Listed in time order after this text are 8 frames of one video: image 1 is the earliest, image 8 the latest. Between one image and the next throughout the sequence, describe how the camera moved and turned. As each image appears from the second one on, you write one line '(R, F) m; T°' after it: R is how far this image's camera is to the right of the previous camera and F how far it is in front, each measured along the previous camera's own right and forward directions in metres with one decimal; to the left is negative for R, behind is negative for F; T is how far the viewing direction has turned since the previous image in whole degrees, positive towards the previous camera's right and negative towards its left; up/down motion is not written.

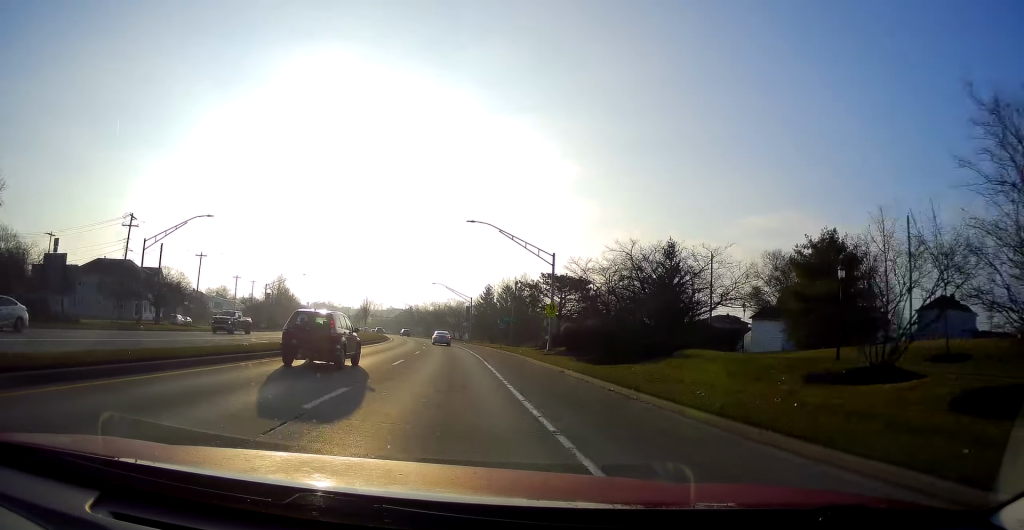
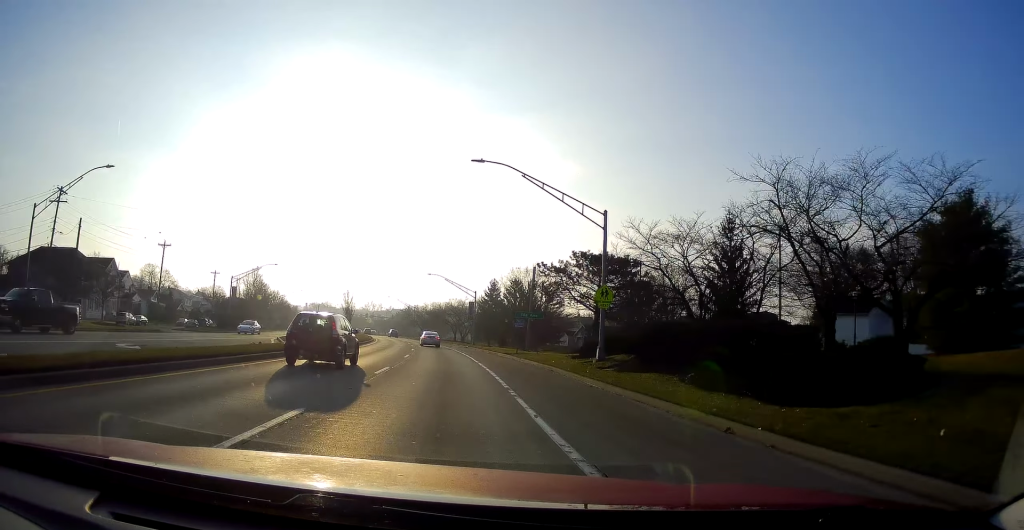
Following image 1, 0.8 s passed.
(-0.4, +15.7) m; -1°
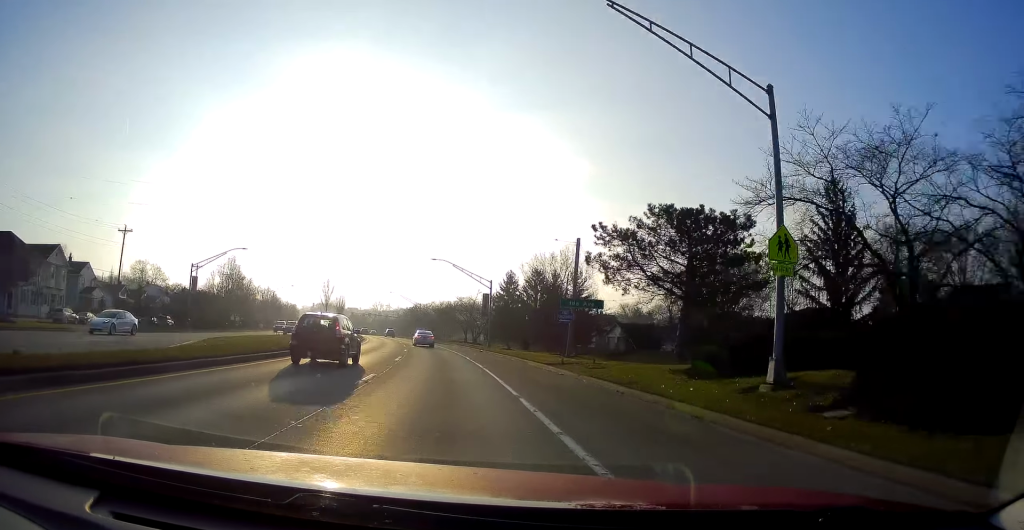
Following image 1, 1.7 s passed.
(-0.1, +15.8) m; 0°
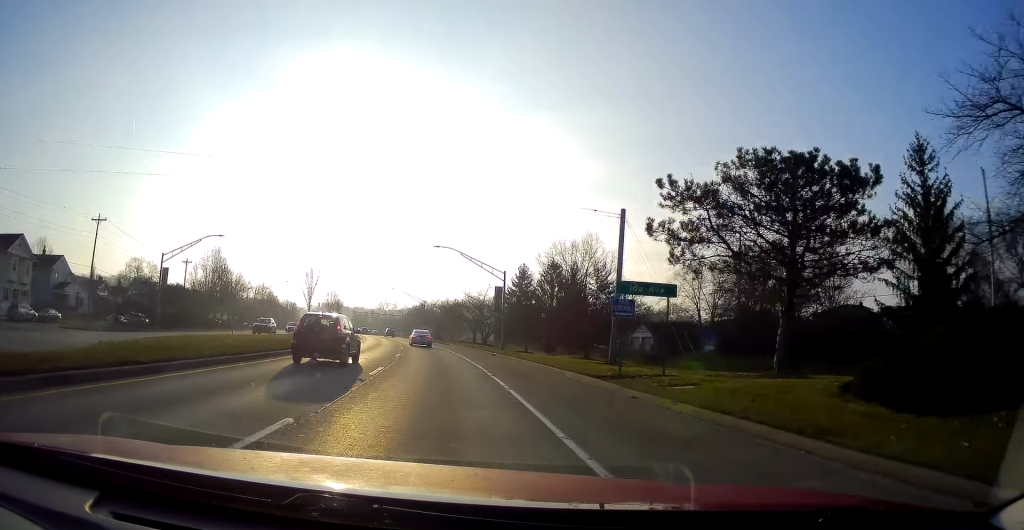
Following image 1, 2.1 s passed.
(+0.2, +8.8) m; +1°
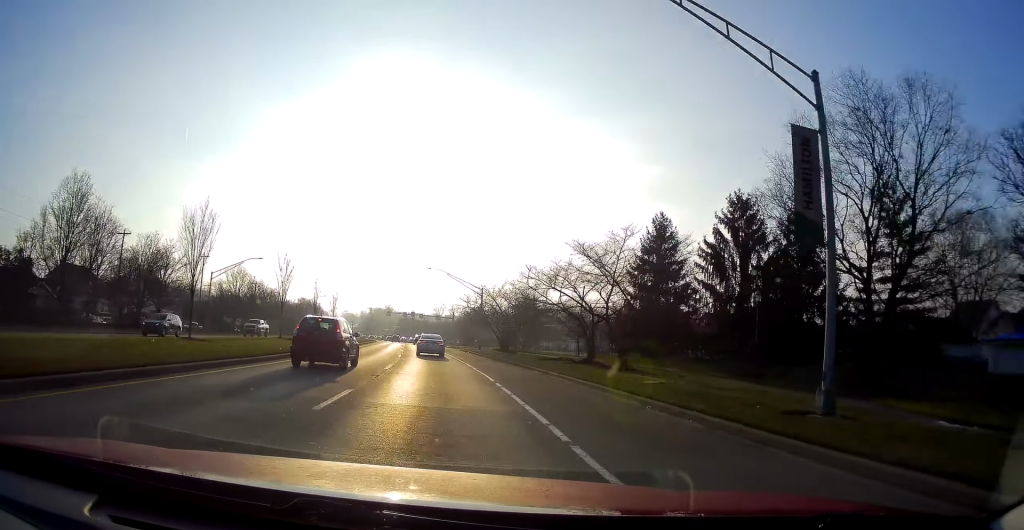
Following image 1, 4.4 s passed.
(-2.8, +43.3) m; -8°
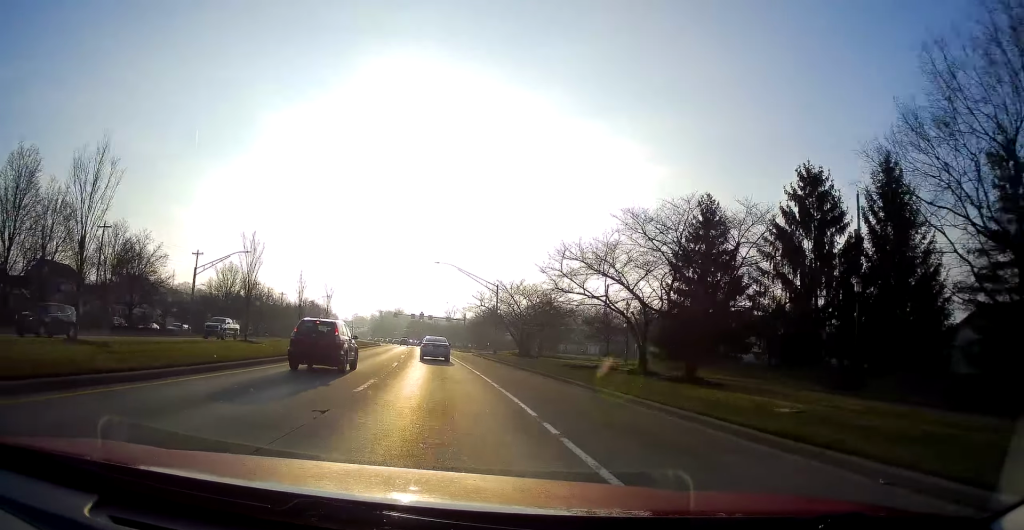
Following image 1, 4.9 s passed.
(0.0, +8.0) m; -1°
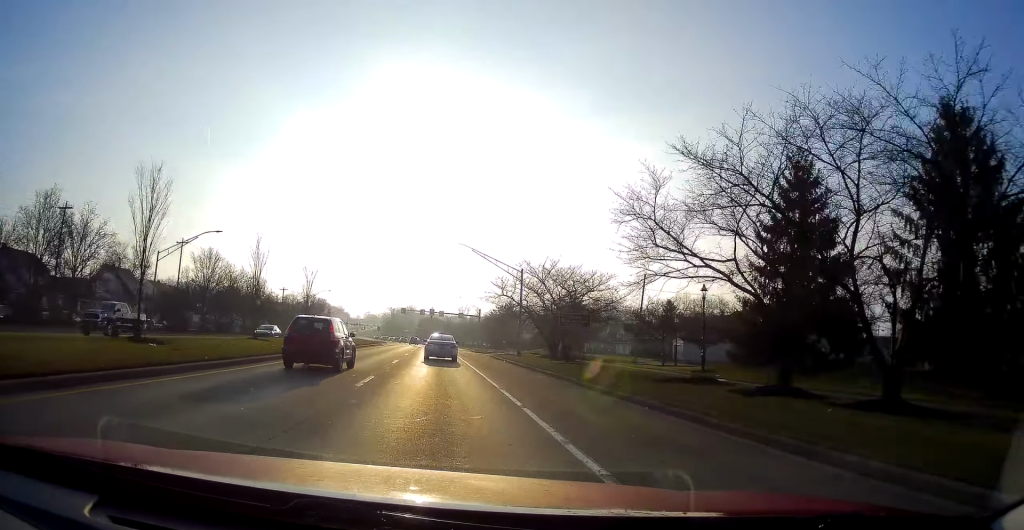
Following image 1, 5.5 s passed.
(-0.1, +11.6) m; -1°
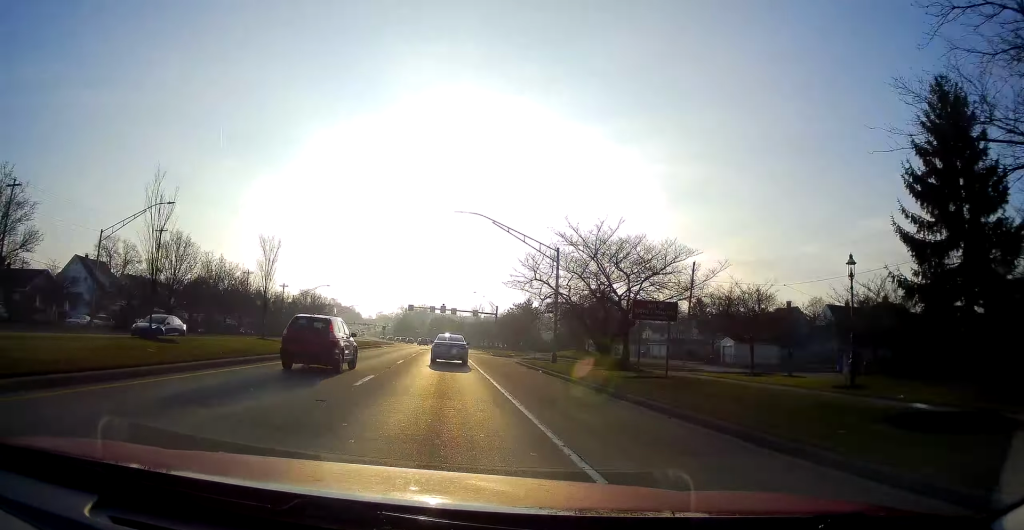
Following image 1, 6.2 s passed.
(-0.4, +12.0) m; 0°
